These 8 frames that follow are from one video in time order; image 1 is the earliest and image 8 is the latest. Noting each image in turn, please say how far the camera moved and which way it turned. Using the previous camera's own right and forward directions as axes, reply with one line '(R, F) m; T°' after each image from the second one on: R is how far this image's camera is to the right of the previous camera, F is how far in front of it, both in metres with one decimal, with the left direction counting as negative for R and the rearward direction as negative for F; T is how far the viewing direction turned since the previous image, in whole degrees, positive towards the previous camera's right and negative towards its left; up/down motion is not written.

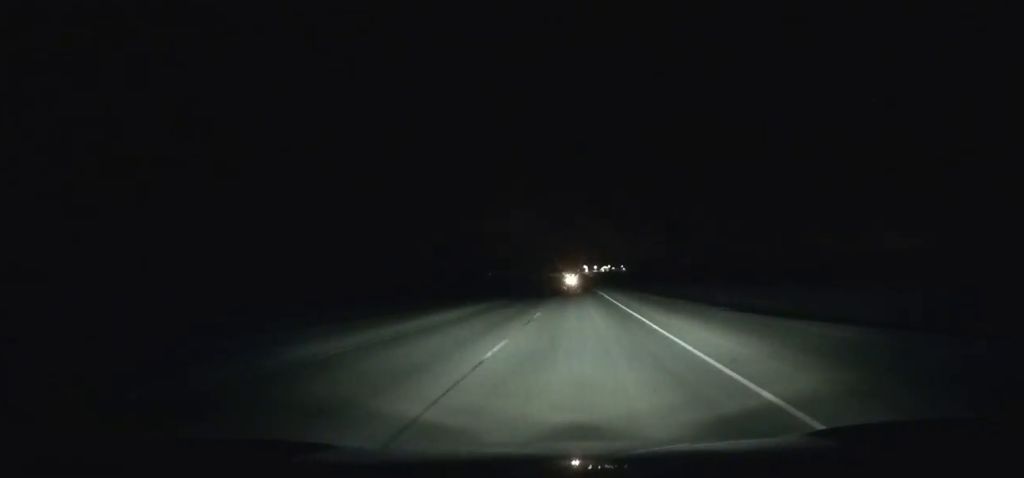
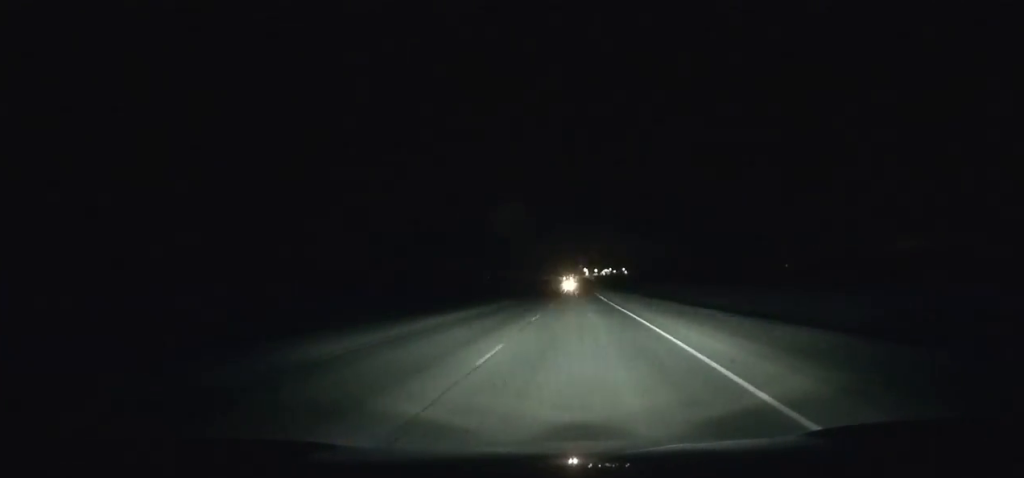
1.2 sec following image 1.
(0.0, +36.1) m; 0°
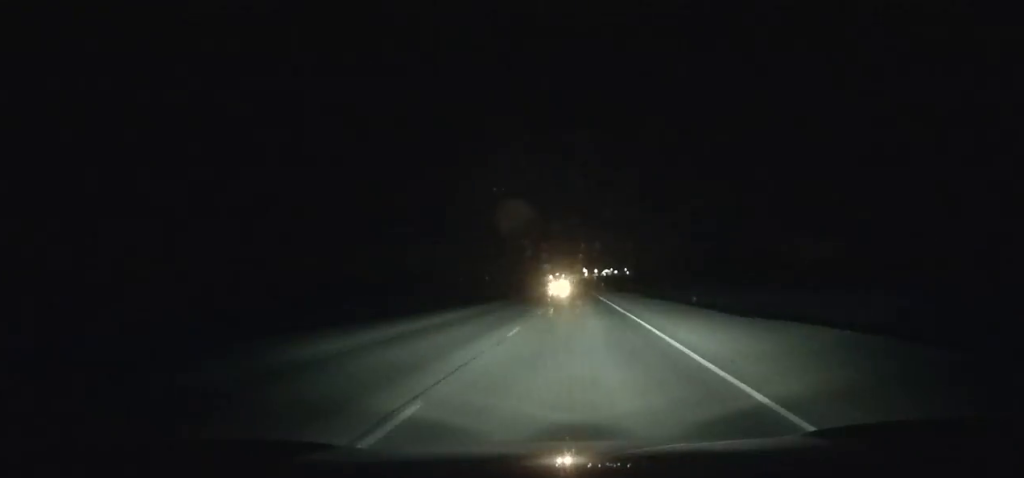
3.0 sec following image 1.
(0.0, +54.5) m; 0°
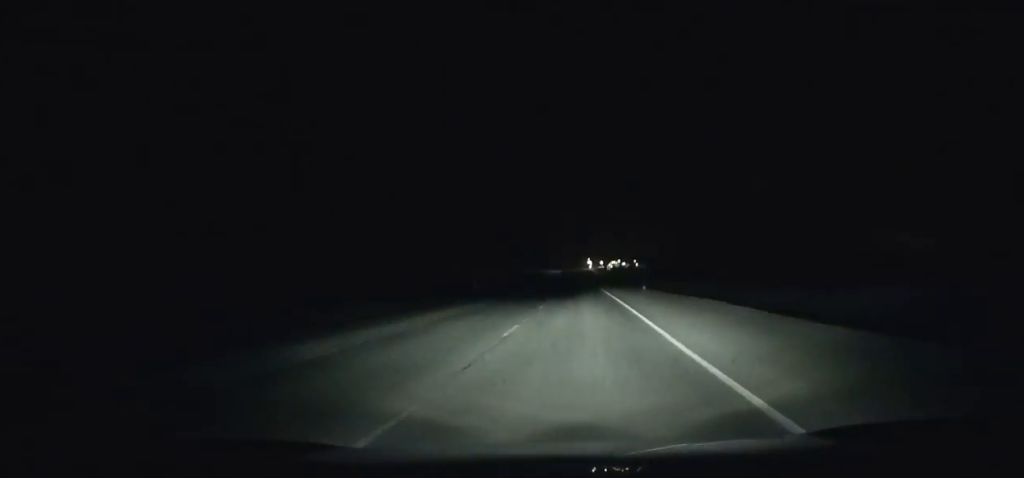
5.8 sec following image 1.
(-0.3, +85.1) m; 0°
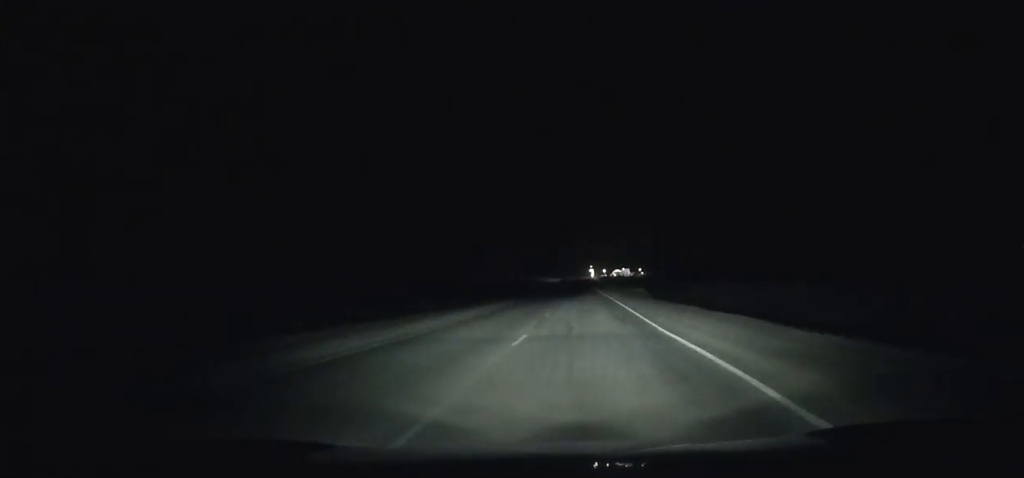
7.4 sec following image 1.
(-0.3, +48.9) m; 0°
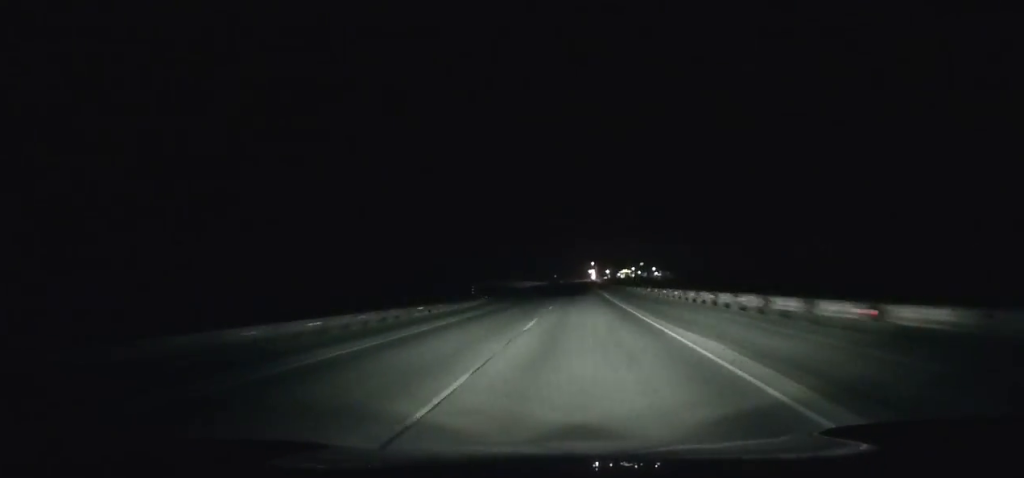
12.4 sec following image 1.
(+0.6, +152.8) m; 0°
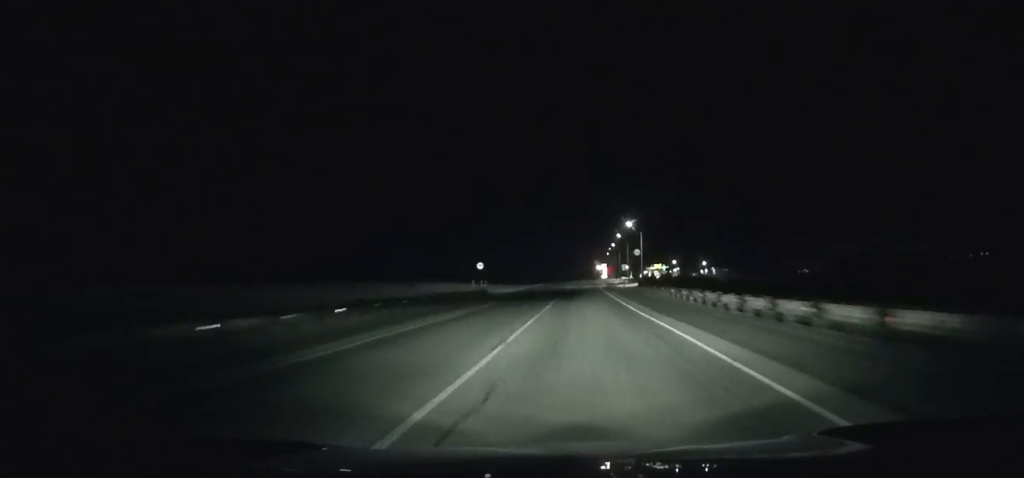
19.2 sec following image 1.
(+0.1, +205.6) m; 0°
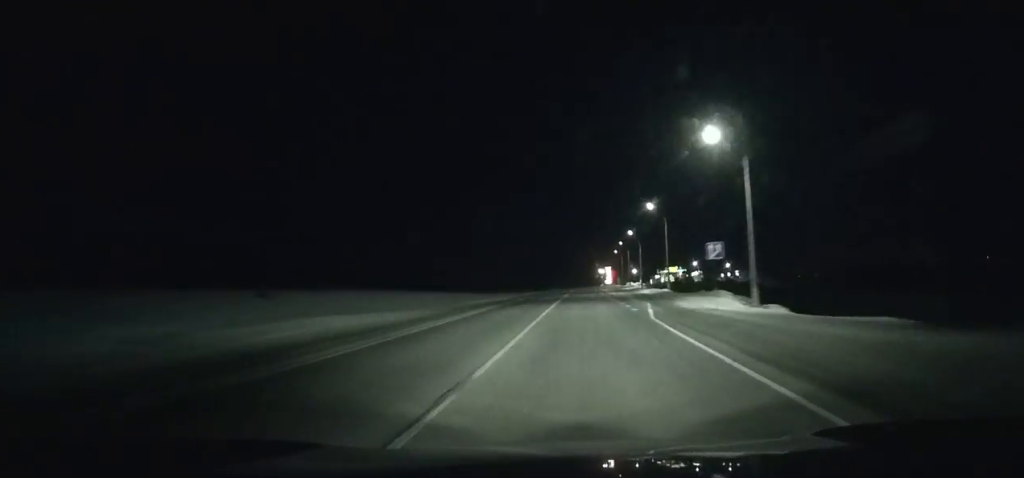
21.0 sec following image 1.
(+0.1, +53.3) m; 0°
